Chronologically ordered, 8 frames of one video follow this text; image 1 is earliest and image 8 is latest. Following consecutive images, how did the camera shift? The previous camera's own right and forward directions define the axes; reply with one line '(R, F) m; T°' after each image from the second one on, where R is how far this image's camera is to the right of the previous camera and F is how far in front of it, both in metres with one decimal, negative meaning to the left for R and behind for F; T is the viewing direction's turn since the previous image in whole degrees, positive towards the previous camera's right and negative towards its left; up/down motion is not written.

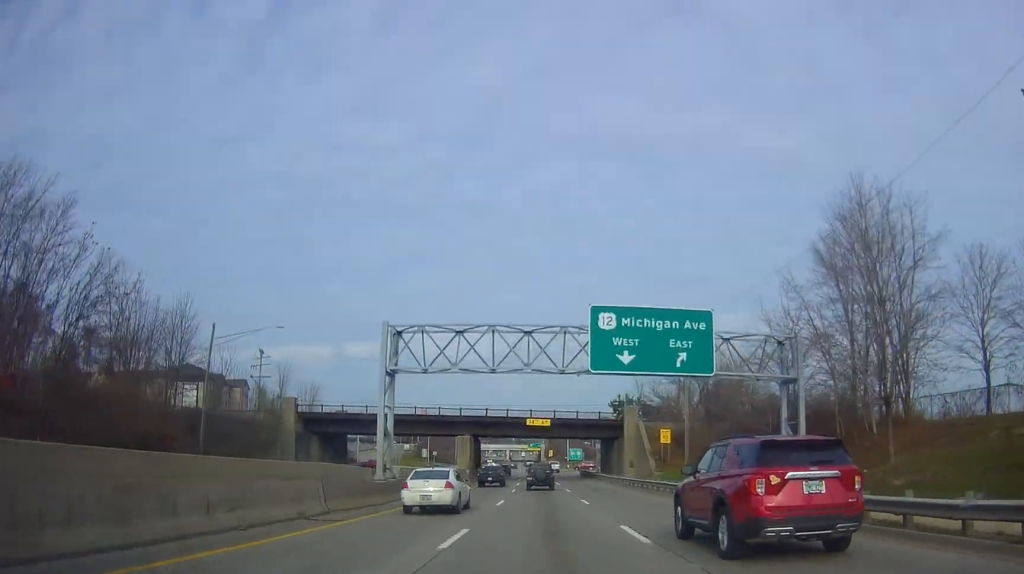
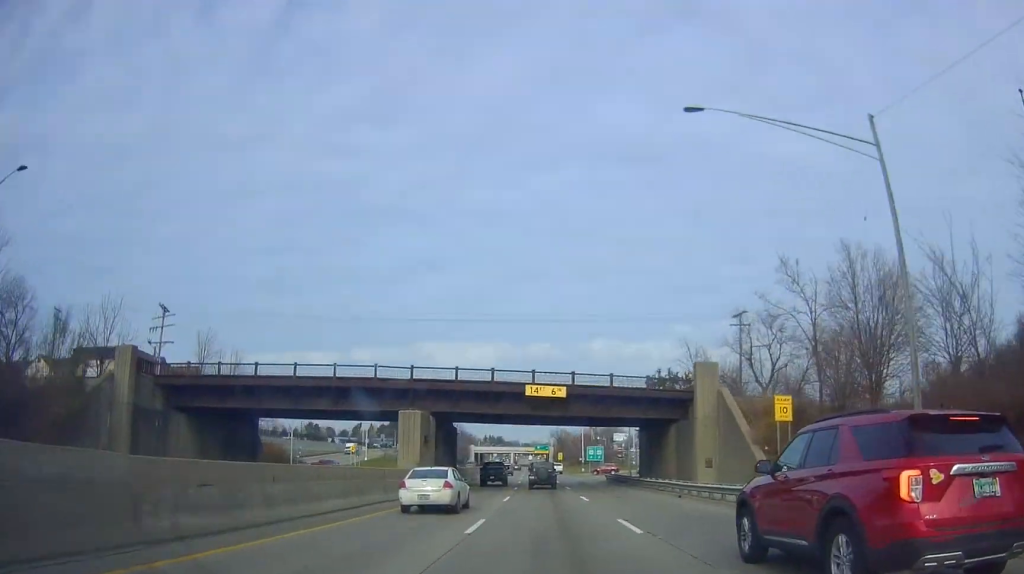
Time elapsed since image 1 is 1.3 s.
(-0.6, +28.4) m; -1°
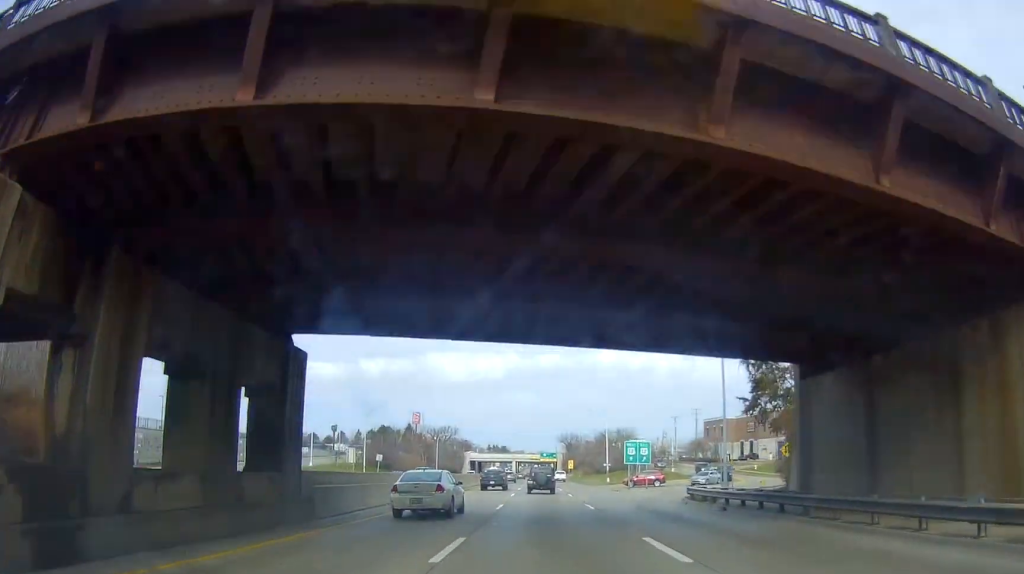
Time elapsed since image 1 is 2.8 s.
(+0.3, +34.9) m; 0°
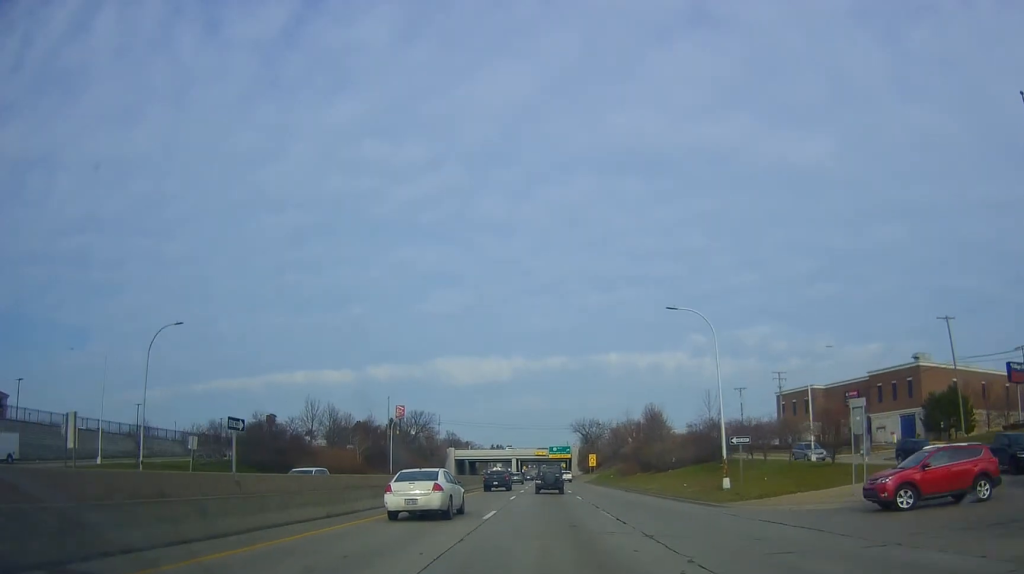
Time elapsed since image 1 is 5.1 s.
(-1.0, +52.6) m; -2°
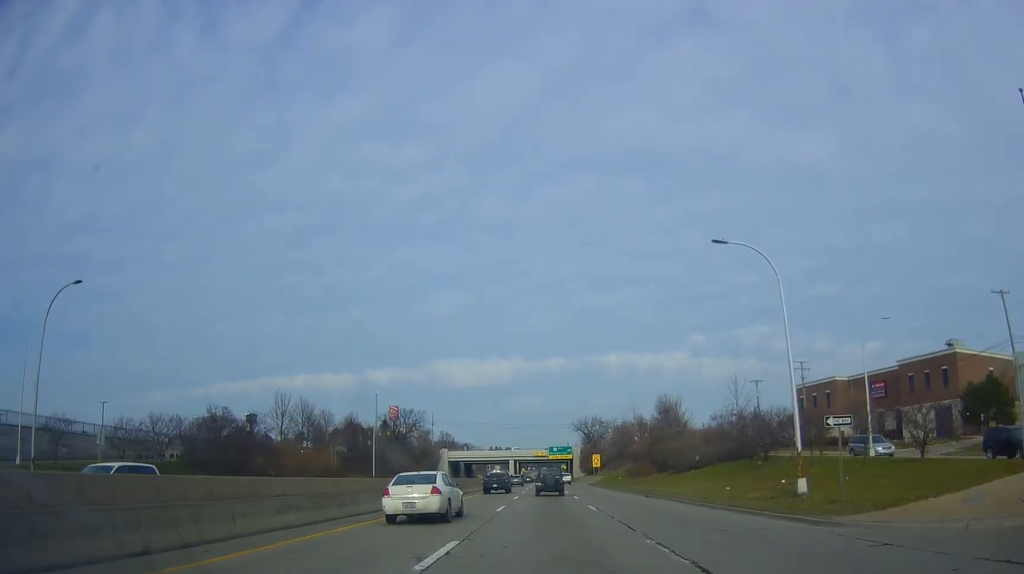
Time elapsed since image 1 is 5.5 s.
(-0.2, +10.1) m; 0°
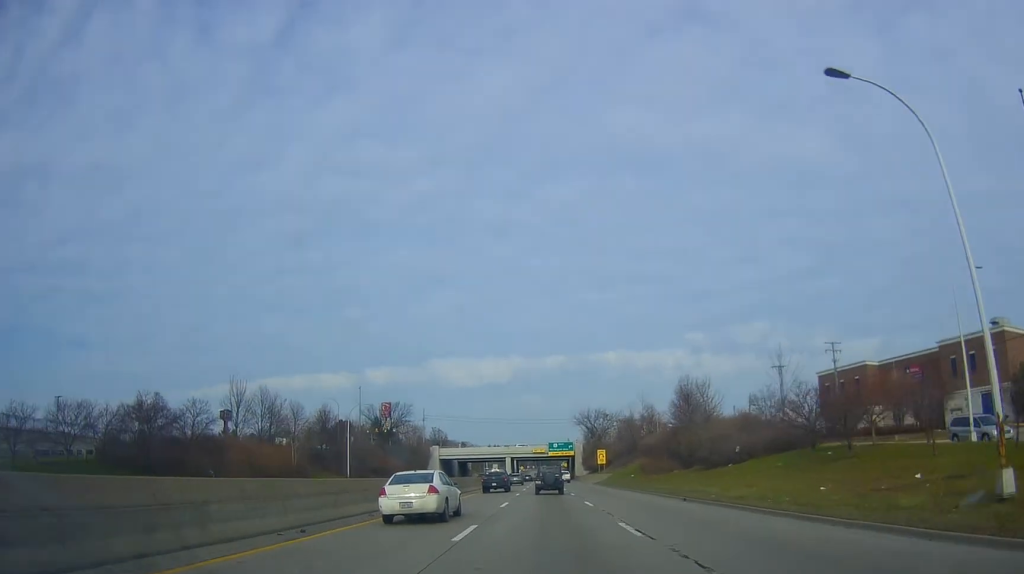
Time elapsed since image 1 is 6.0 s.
(+0.2, +11.8) m; 0°
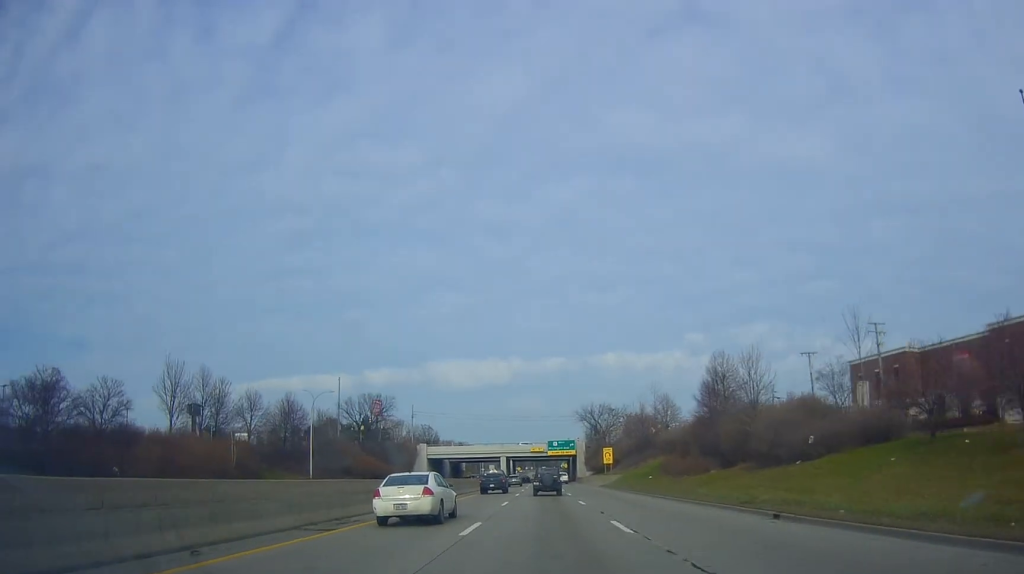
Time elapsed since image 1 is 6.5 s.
(+0.1, +12.6) m; 0°
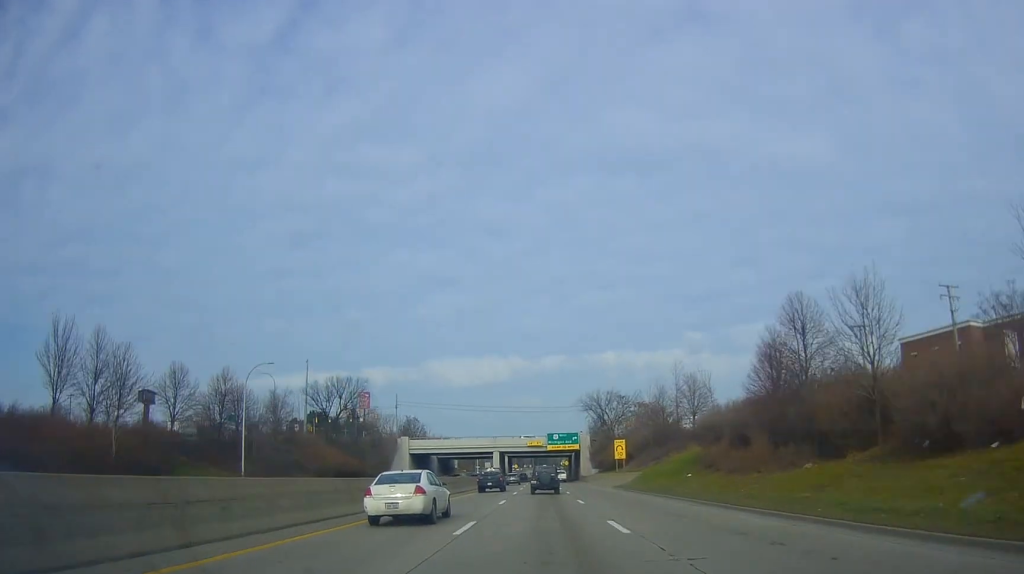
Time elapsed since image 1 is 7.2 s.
(0.0, +15.7) m; 0°
